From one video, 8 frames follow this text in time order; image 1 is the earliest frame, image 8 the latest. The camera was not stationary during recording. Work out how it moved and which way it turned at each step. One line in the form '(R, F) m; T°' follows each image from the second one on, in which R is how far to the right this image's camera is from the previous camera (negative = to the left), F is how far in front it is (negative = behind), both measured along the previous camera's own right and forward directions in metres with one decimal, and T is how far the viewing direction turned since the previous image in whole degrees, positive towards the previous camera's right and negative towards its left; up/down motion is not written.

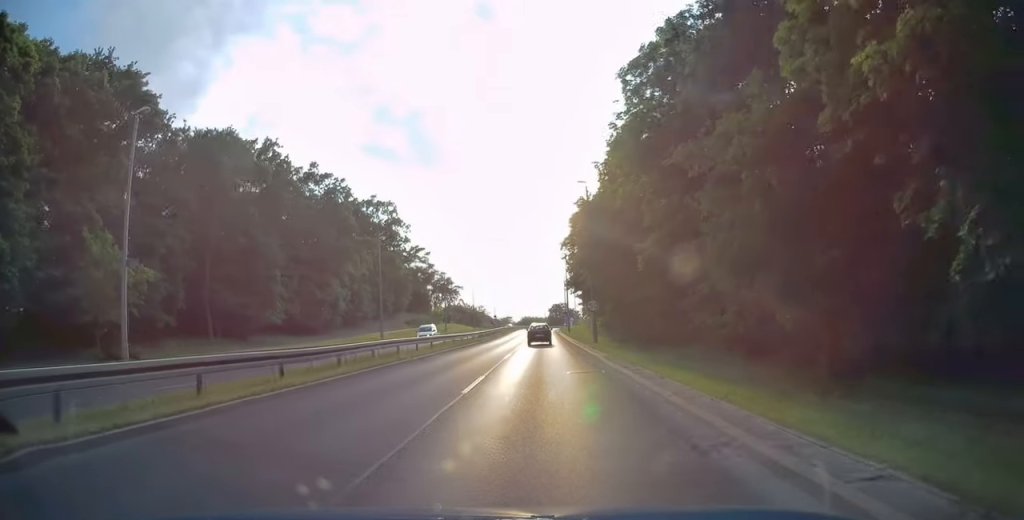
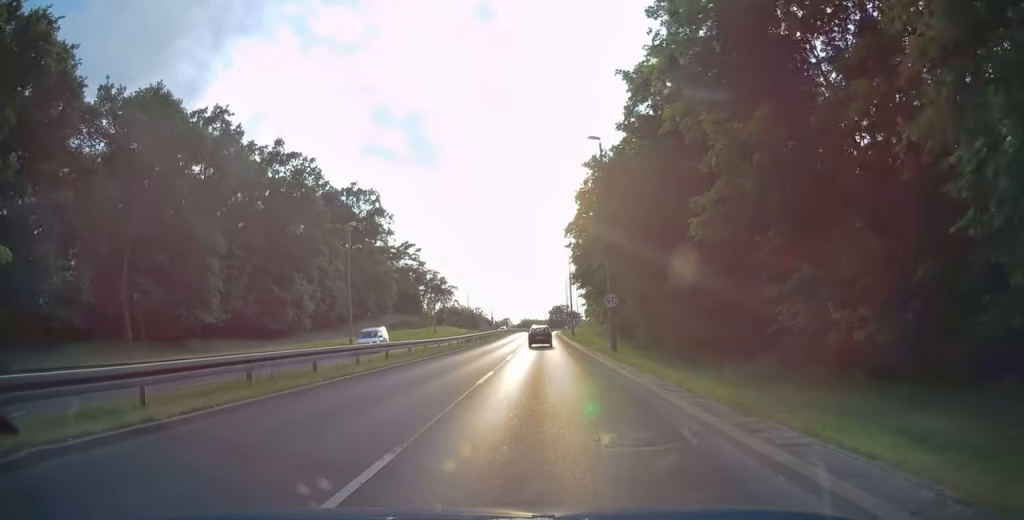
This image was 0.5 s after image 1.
(0.0, +9.8) m; 0°
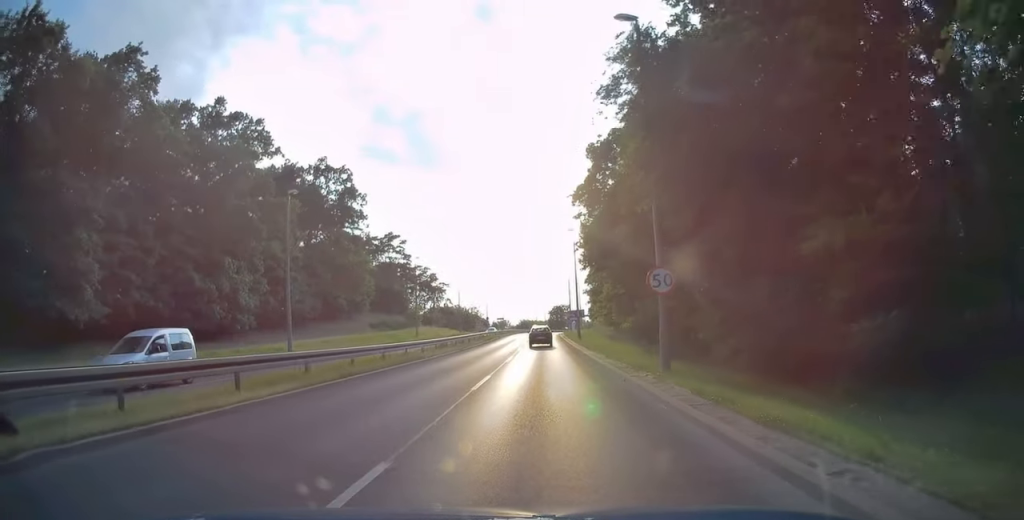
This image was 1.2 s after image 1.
(0.0, +12.4) m; 0°
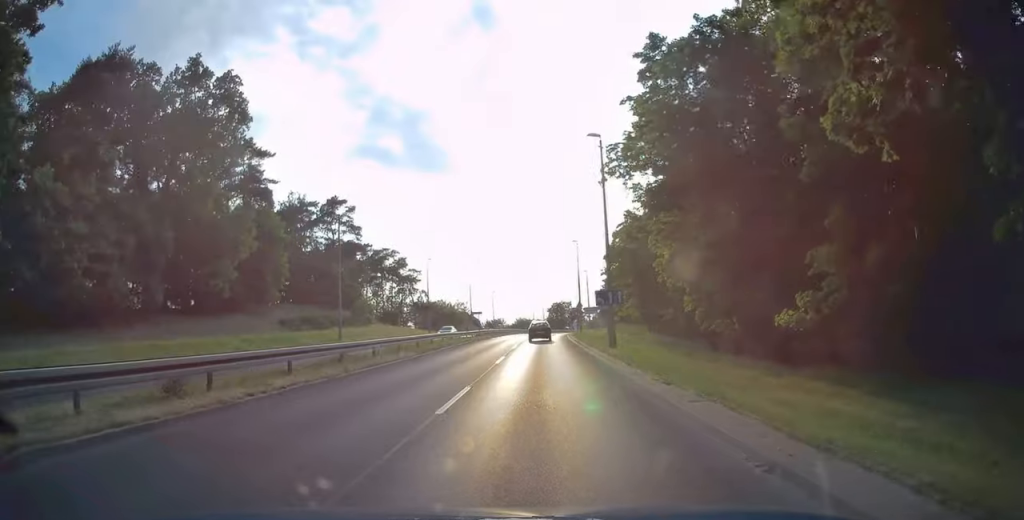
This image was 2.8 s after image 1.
(-0.3, +28.7) m; 0°
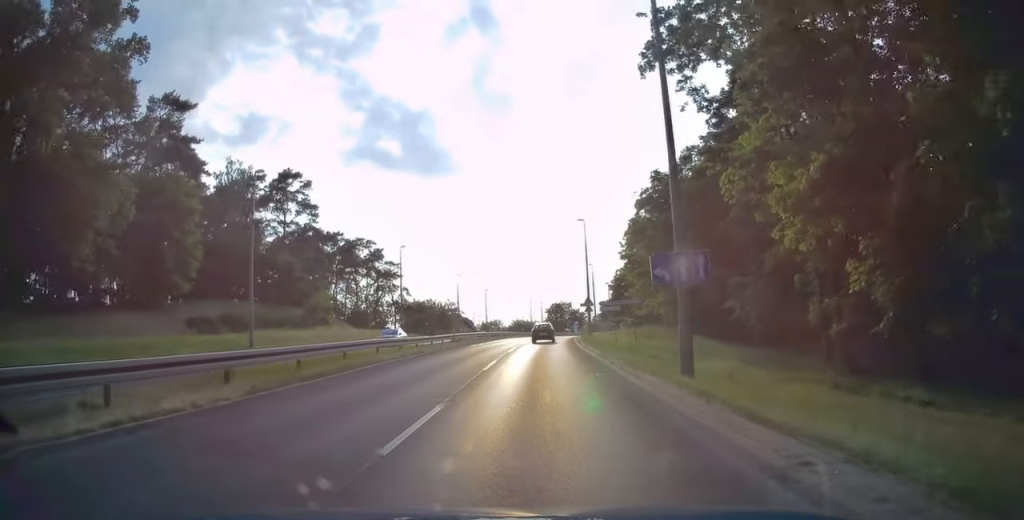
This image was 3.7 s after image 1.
(+0.3, +14.9) m; +2°
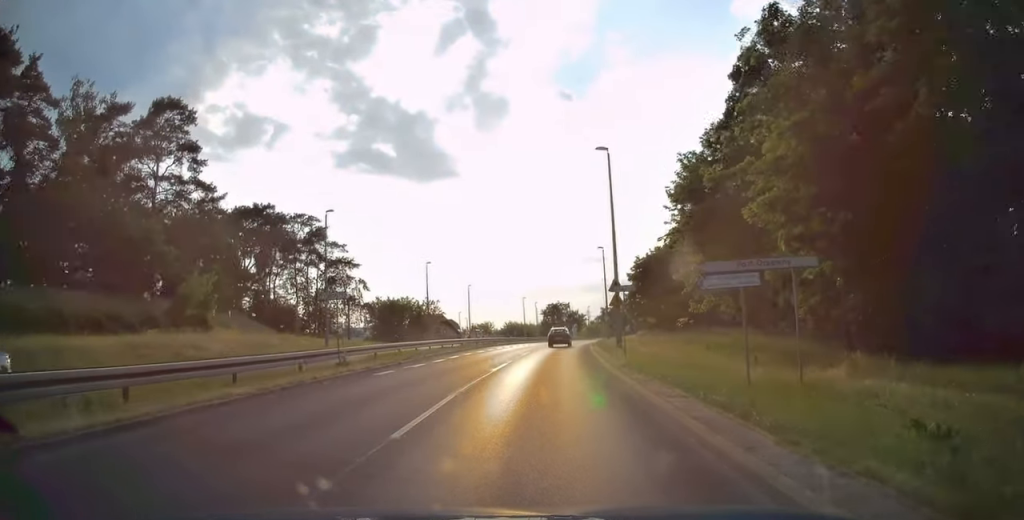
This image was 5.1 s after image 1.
(+0.3, +22.8) m; 0°
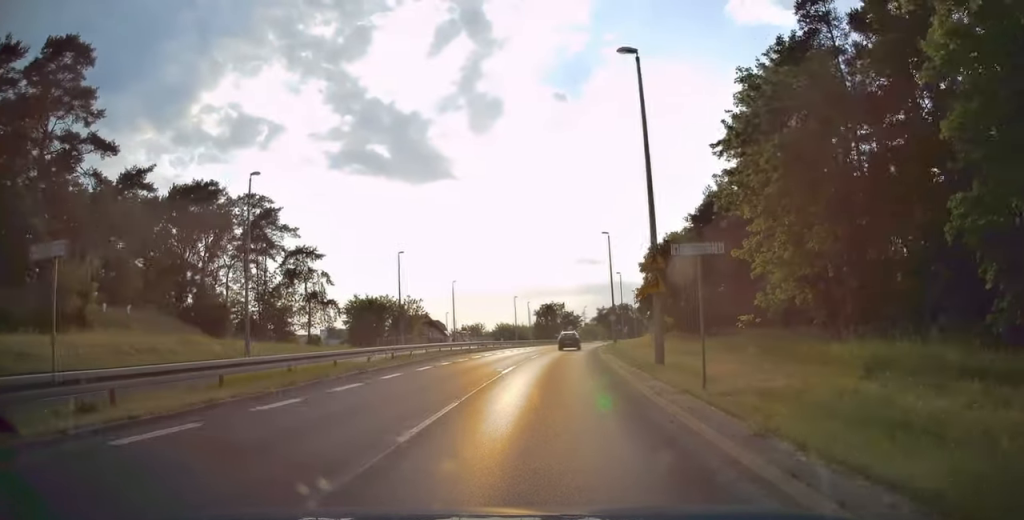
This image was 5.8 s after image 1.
(-0.3, +12.0) m; 0°
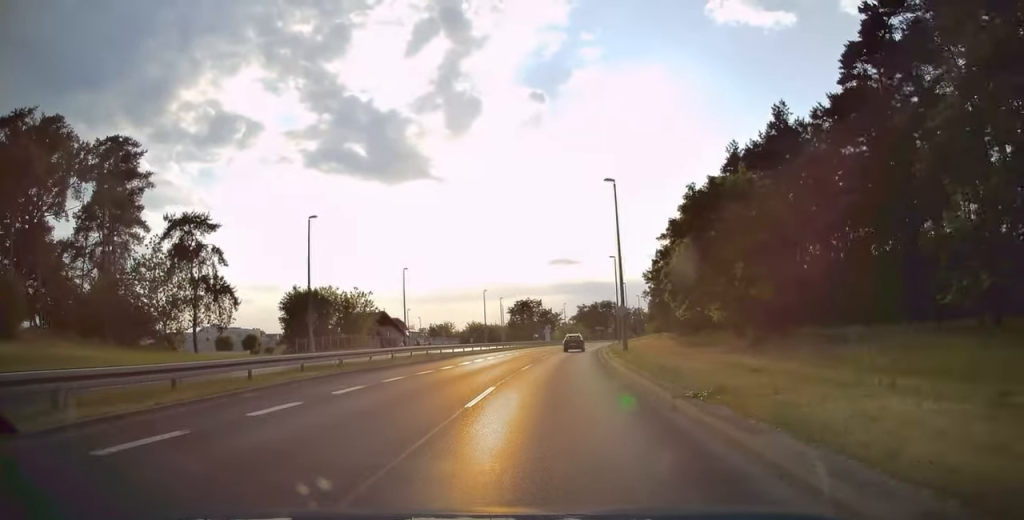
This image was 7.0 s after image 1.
(+0.4, +20.4) m; +3°
